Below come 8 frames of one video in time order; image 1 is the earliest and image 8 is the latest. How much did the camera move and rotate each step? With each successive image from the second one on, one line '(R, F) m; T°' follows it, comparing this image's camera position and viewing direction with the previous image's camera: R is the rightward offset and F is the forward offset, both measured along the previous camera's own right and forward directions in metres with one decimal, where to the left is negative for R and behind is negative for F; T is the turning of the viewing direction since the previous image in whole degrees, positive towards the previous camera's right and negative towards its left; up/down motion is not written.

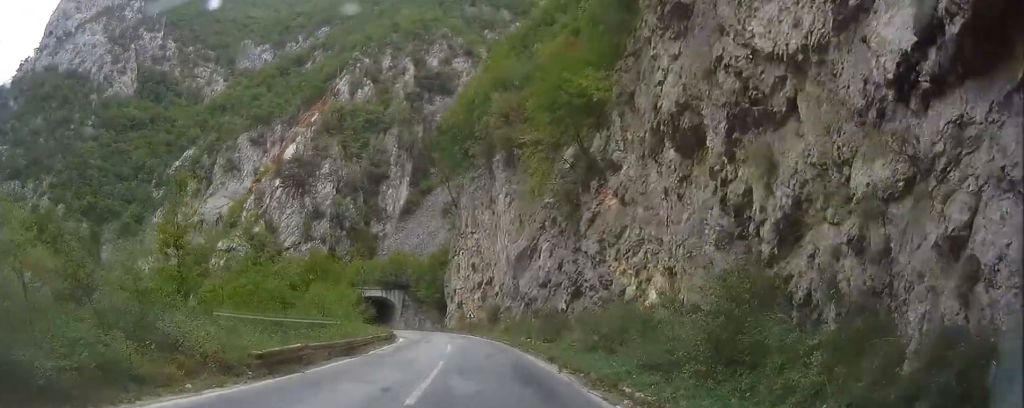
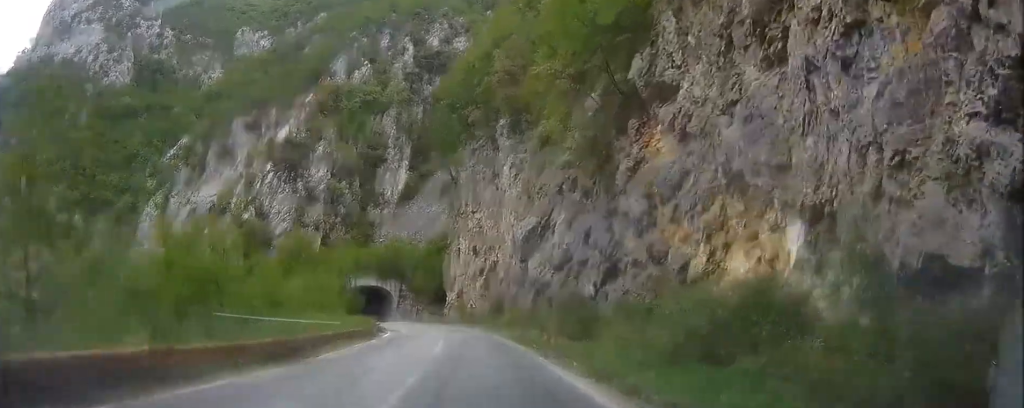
(+0.2, +8.8) m; 0°
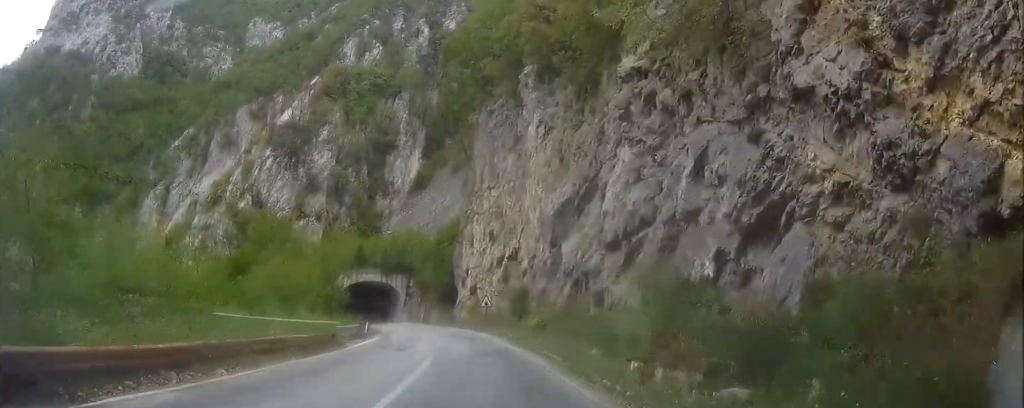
(0.0, +12.8) m; -1°
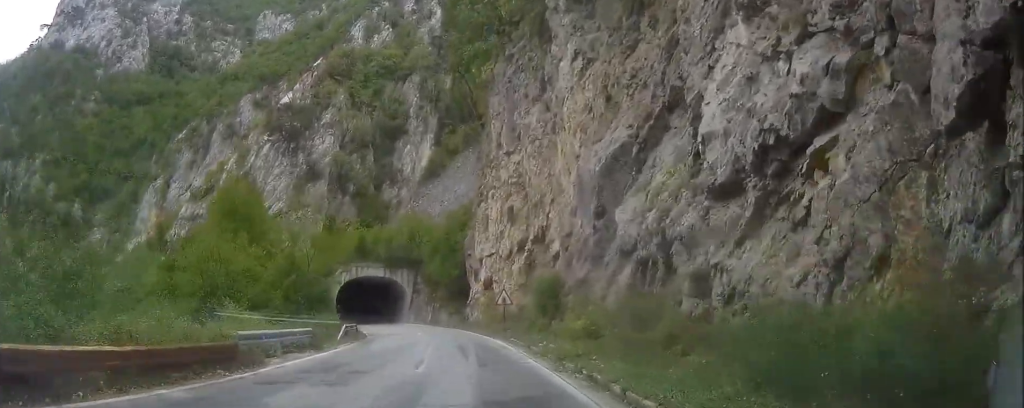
(-0.2, +11.8) m; -2°
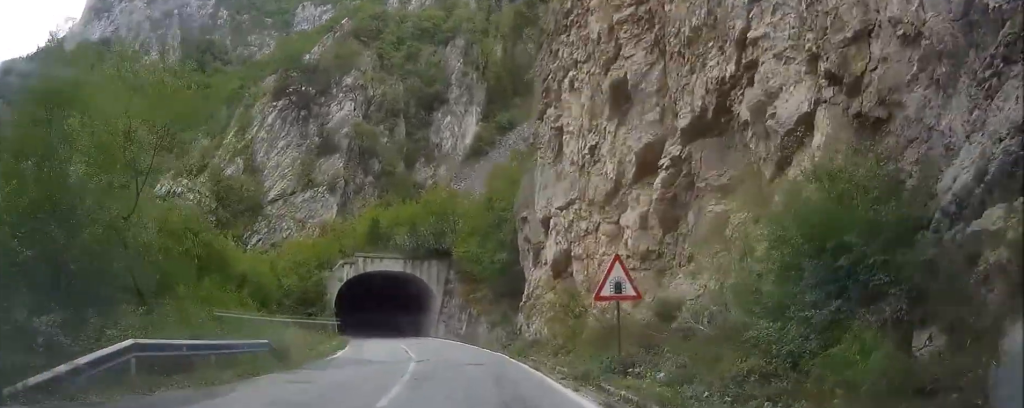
(-1.8, +24.3) m; -9°
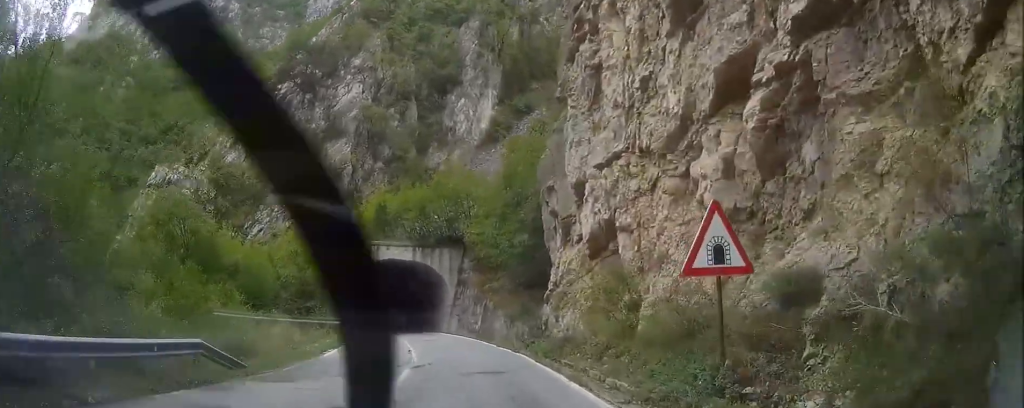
(-0.2, +5.7) m; -2°
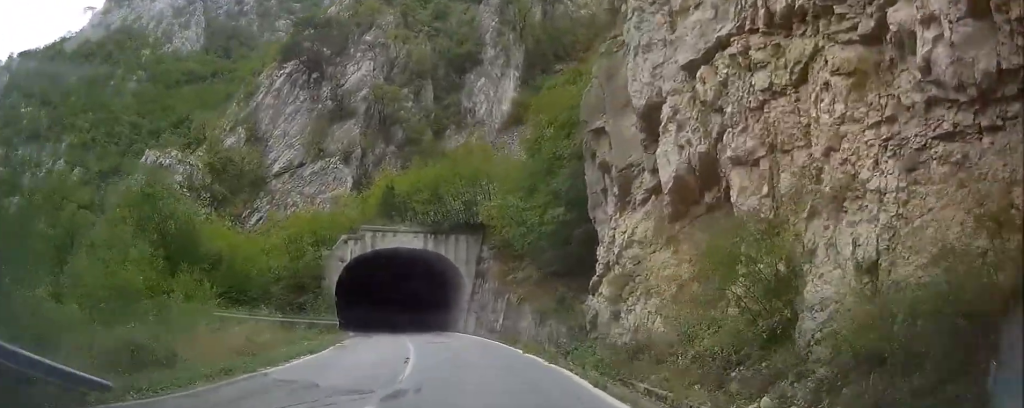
(-0.1, +7.5) m; -1°
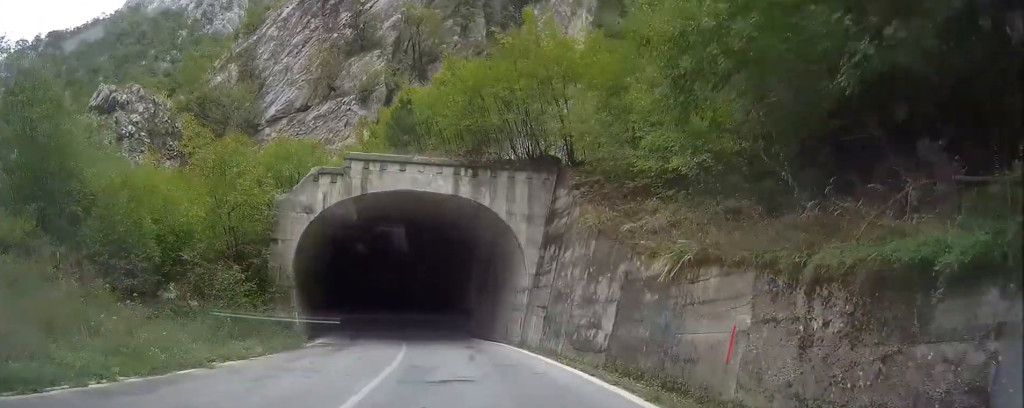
(0.0, +21.2) m; 0°
